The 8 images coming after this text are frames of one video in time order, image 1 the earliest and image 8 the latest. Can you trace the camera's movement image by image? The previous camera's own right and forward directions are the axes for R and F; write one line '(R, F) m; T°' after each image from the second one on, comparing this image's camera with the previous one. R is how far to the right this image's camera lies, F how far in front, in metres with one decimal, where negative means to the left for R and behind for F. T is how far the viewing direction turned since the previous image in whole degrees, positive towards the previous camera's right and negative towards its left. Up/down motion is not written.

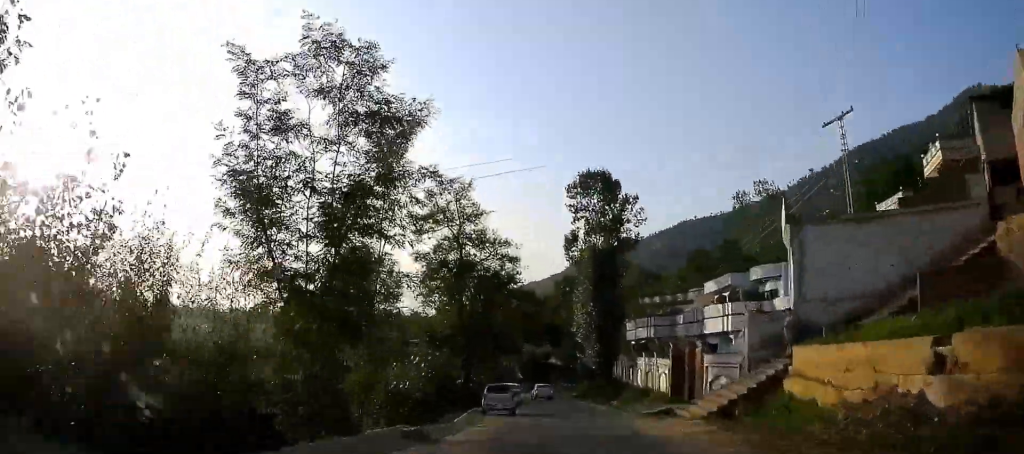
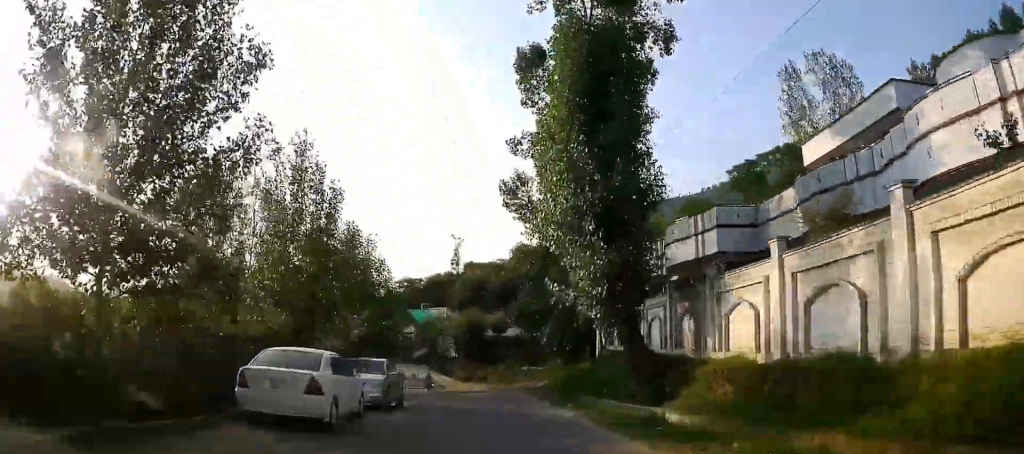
(+5.5, +31.2) m; +8°
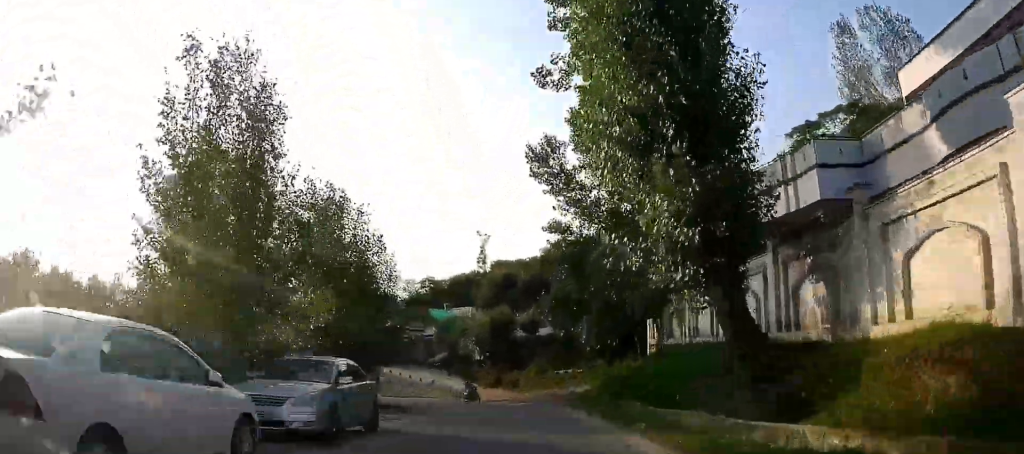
(0.0, +6.8) m; -4°
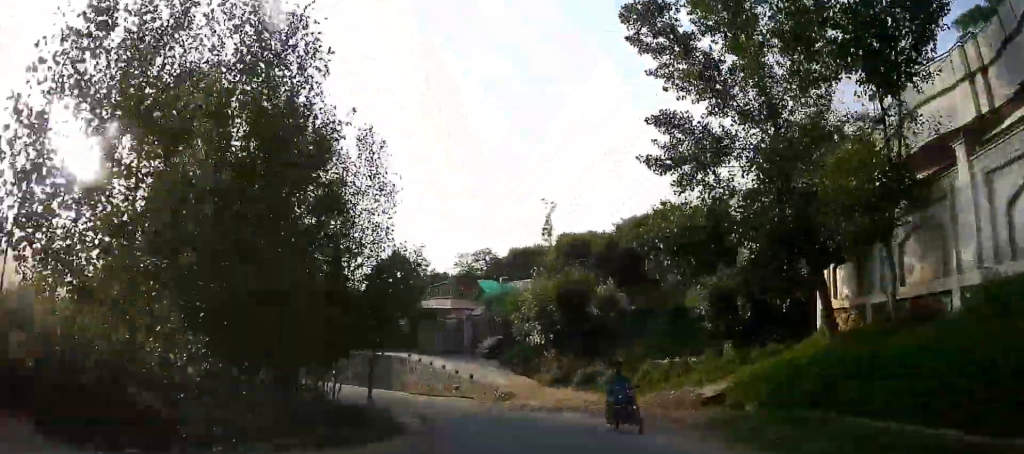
(-1.1, +12.8) m; -7°
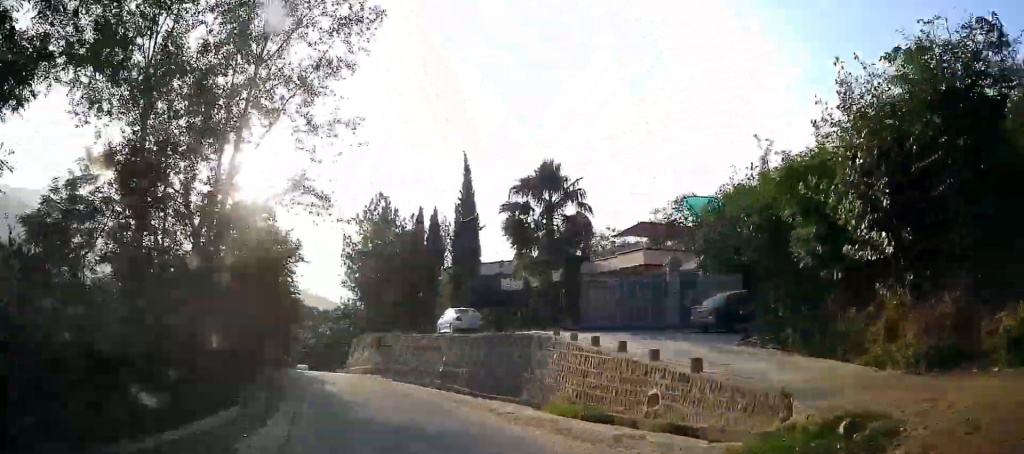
(-2.1, +21.1) m; -16°
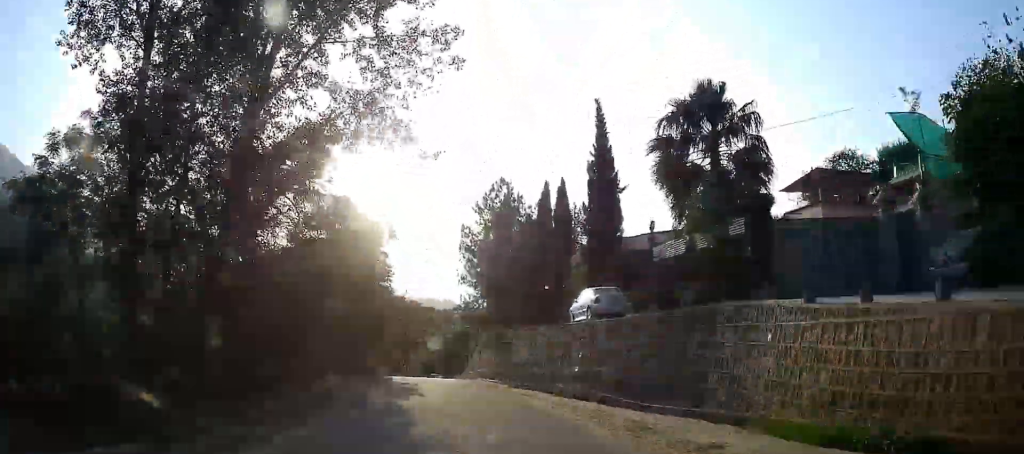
(-0.9, +8.2) m; -10°
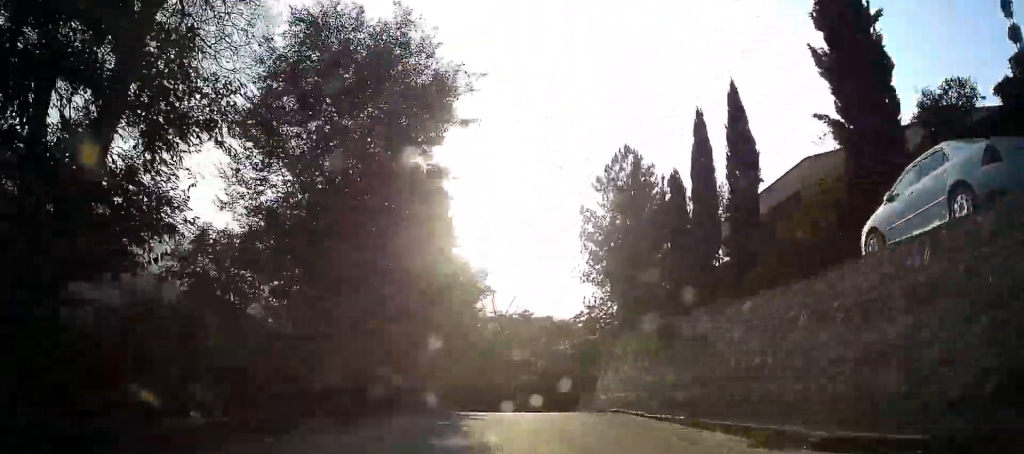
(-2.5, +15.4) m; -17°
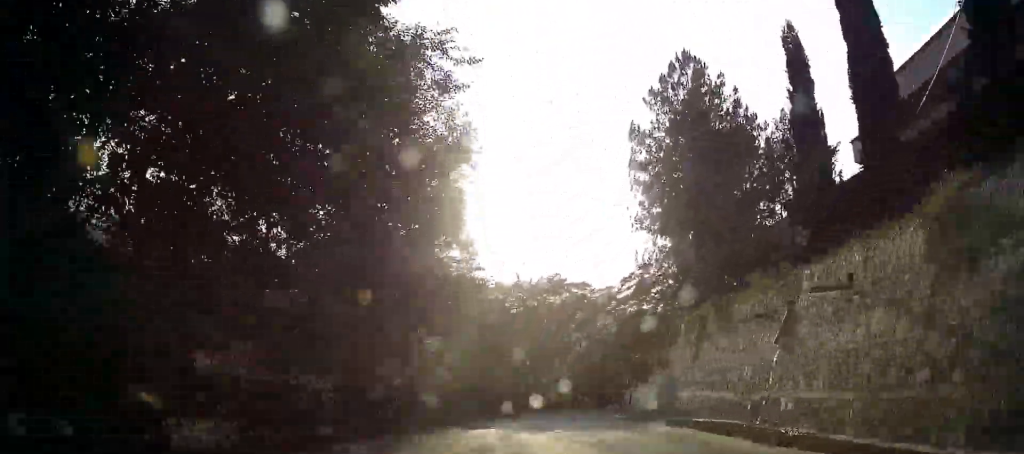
(-1.6, +14.8) m; -5°
